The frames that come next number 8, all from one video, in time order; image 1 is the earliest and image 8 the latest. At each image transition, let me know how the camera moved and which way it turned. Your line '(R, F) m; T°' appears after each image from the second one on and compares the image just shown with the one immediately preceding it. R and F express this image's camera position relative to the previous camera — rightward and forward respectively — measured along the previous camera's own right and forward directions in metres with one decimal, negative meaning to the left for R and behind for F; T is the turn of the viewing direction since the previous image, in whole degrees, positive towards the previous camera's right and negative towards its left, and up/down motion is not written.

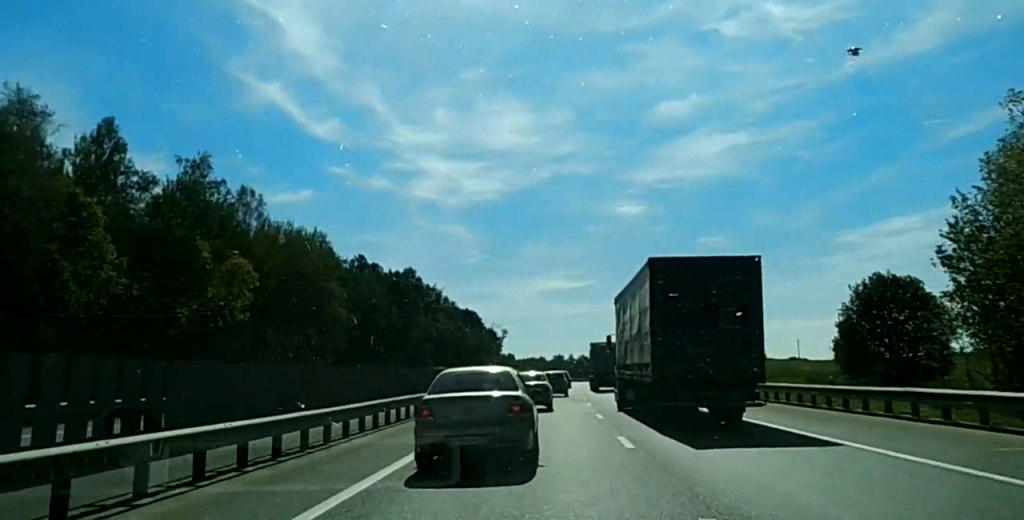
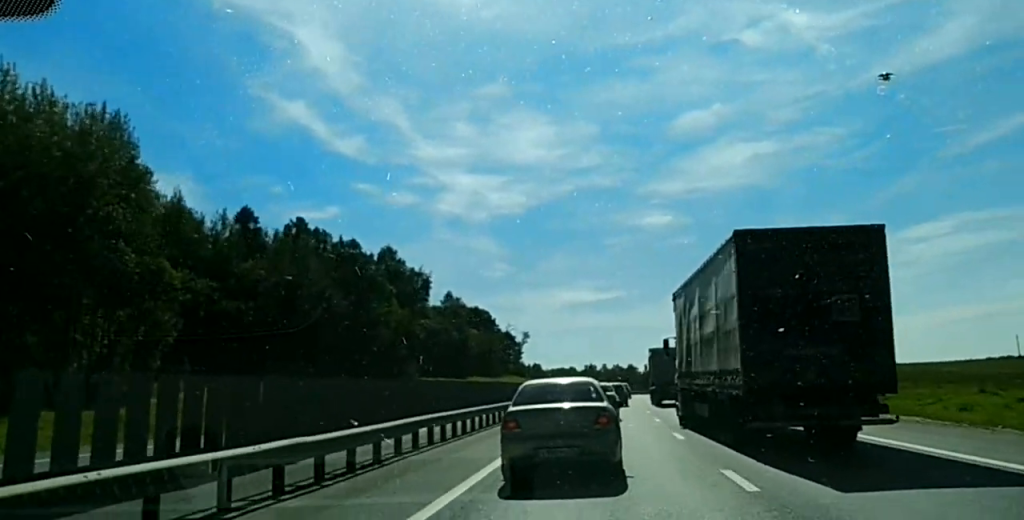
(+0.4, +71.2) m; +1°
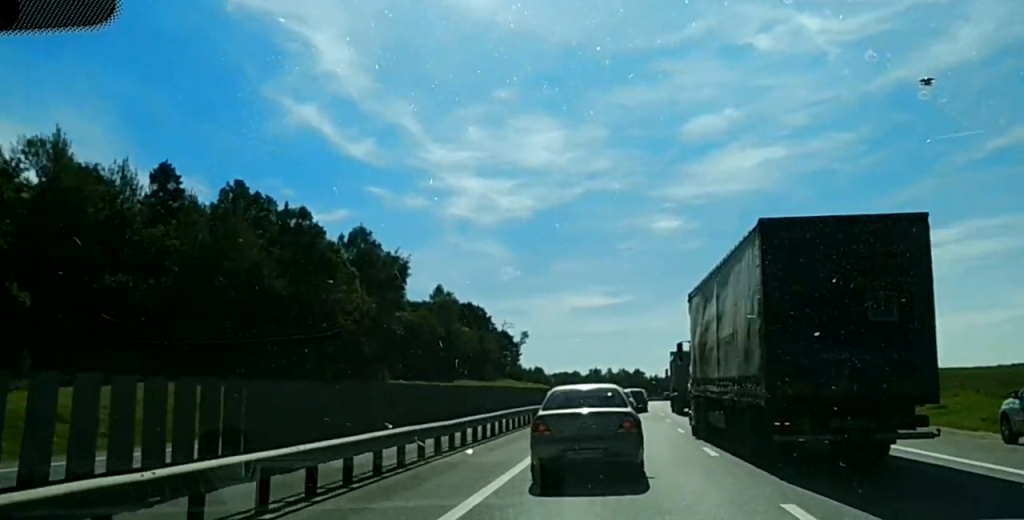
(+0.4, +34.9) m; +1°
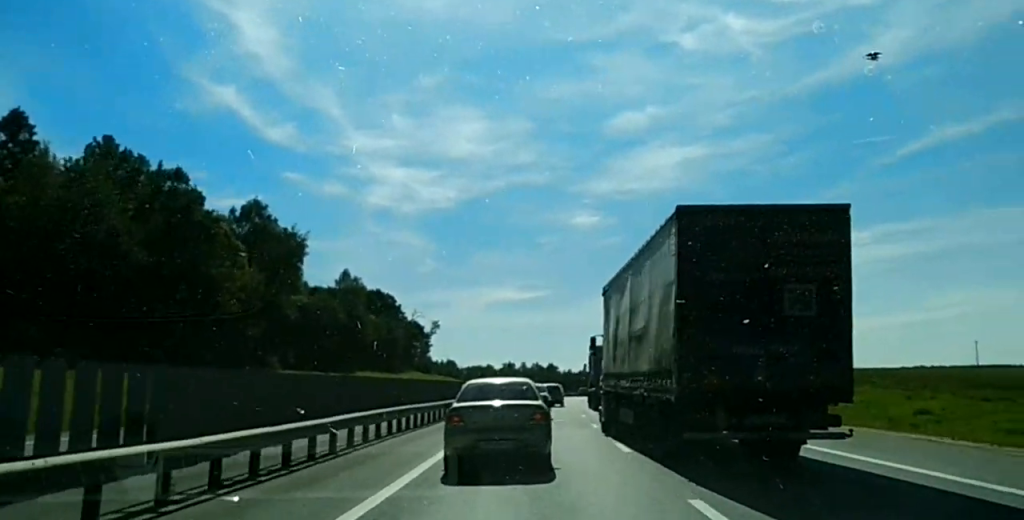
(+0.1, +13.3) m; 0°
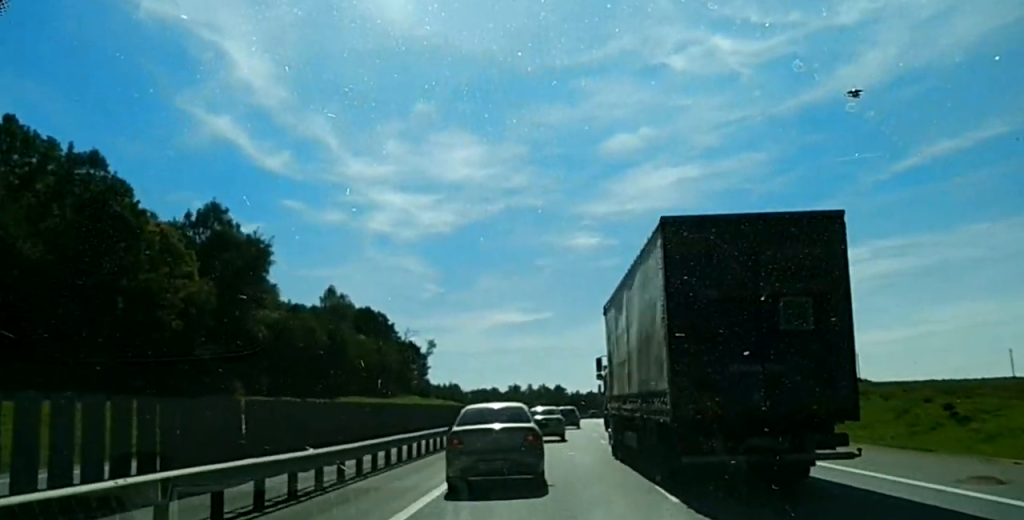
(+0.1, +21.0) m; 0°
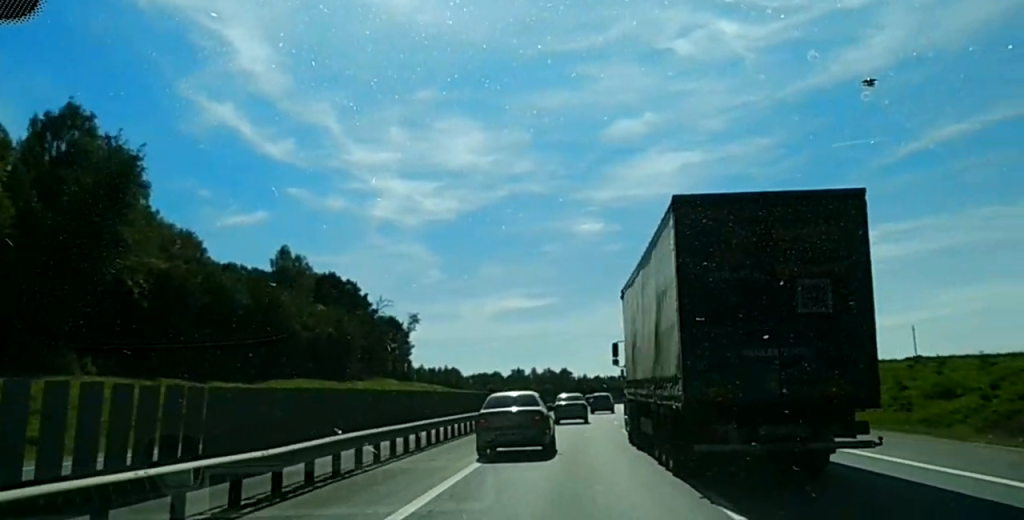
(+0.1, +40.0) m; 0°
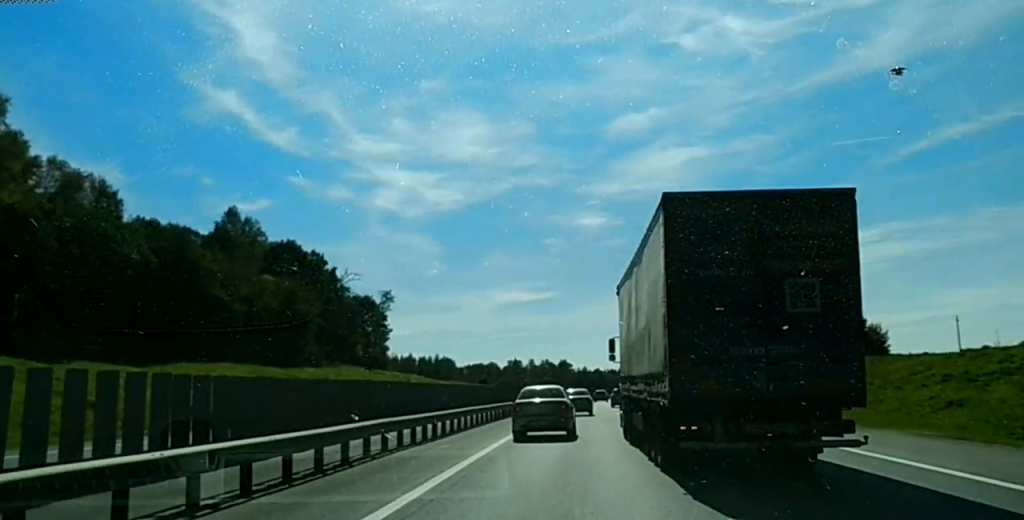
(0.0, +25.7) m; 0°
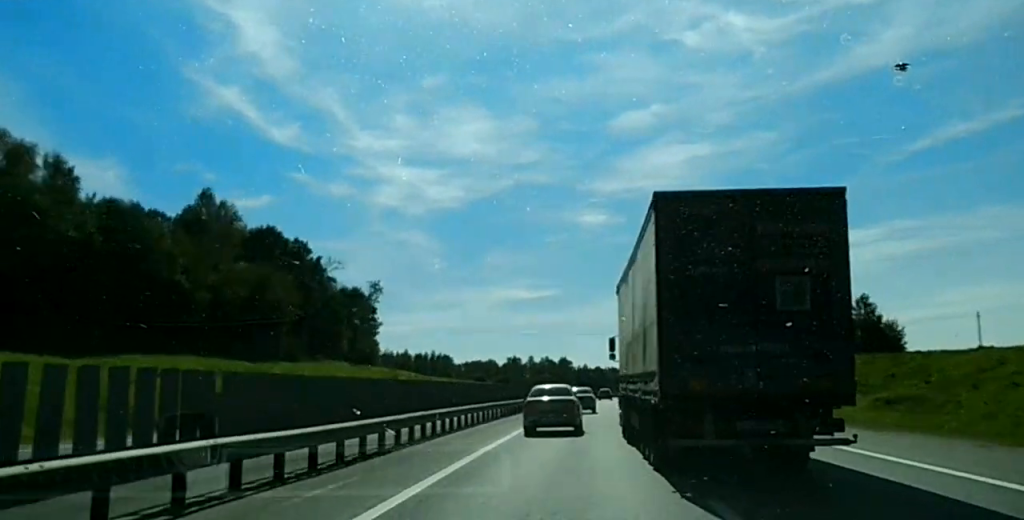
(0.0, +9.9) m; 0°
